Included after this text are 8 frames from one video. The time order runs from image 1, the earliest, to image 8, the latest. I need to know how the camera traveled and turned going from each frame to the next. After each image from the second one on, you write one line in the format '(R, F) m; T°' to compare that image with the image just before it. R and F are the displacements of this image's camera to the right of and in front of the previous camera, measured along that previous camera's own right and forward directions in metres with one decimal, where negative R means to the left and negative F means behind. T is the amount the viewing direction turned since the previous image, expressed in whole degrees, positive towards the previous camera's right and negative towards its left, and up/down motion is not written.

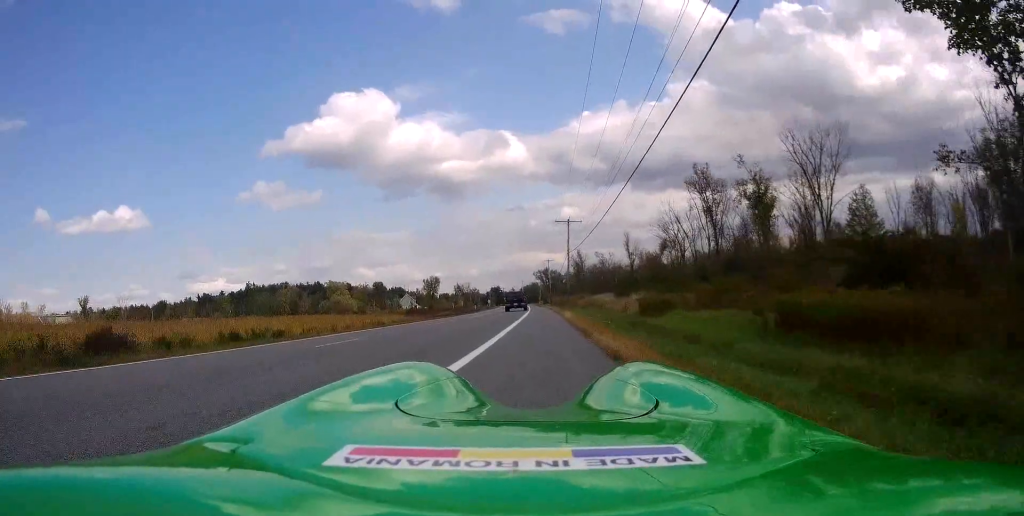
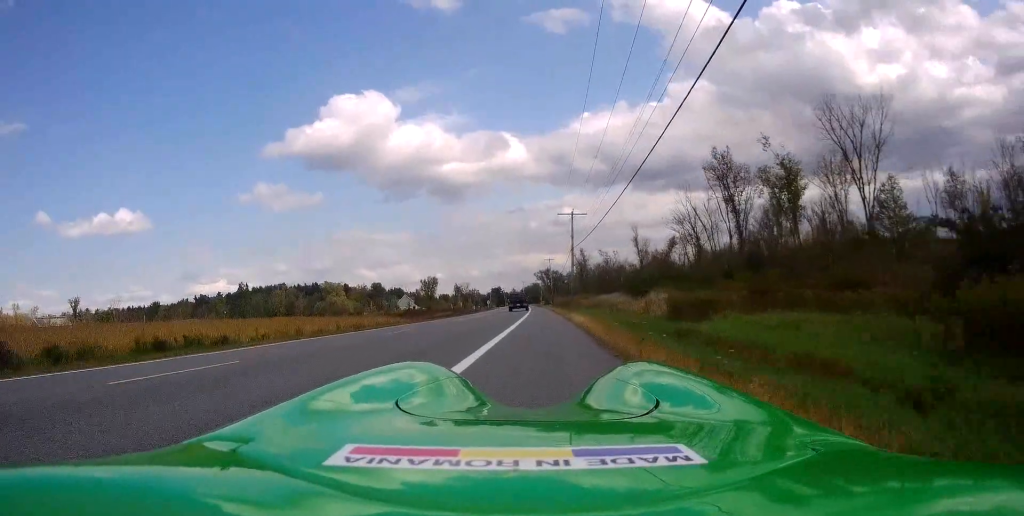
(+0.5, +6.4) m; +1°
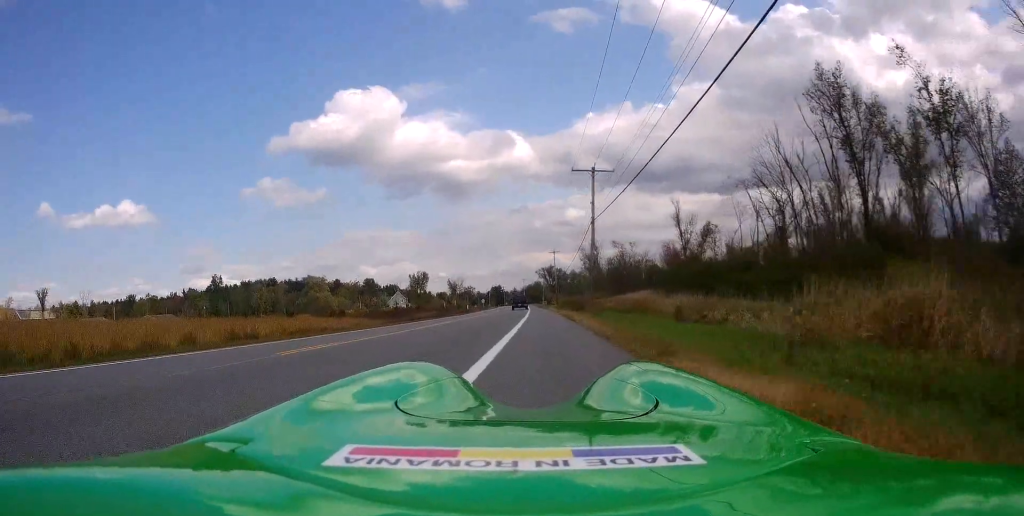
(+0.3, +20.5) m; +1°
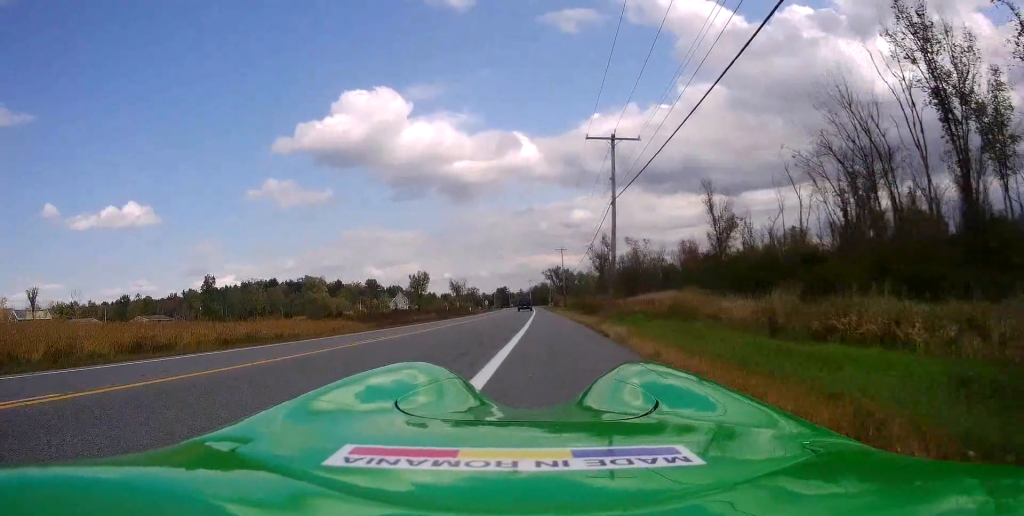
(+0.2, +8.2) m; -1°
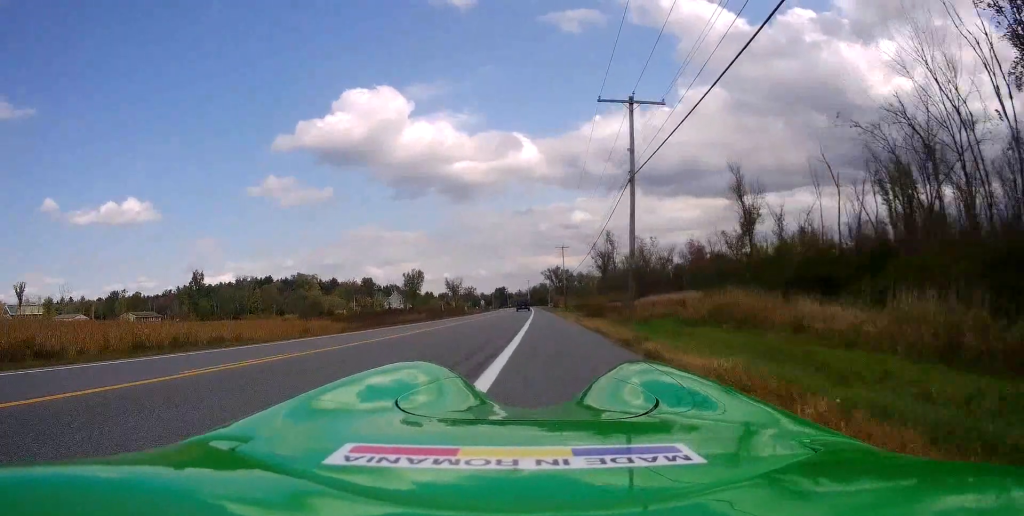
(+0.3, +6.5) m; -1°
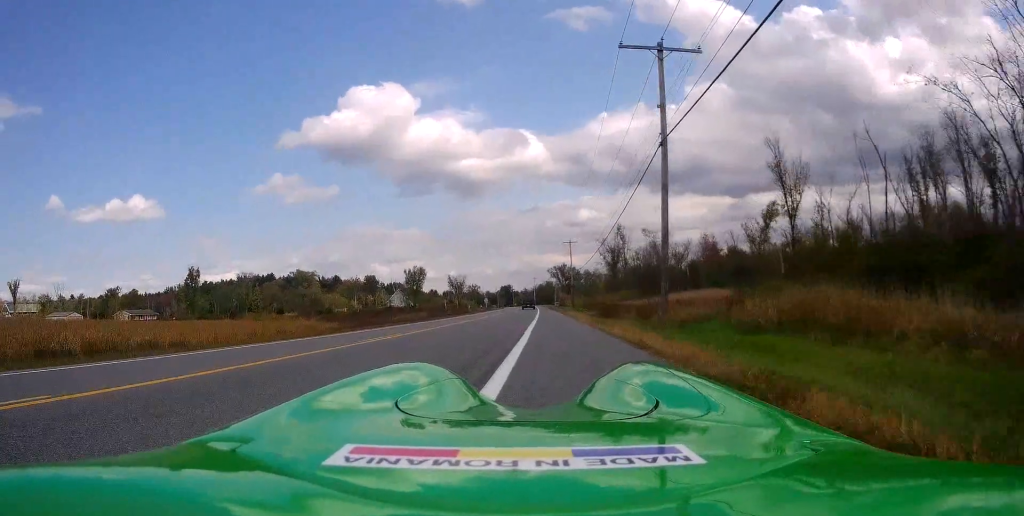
(-0.3, +5.9) m; -1°
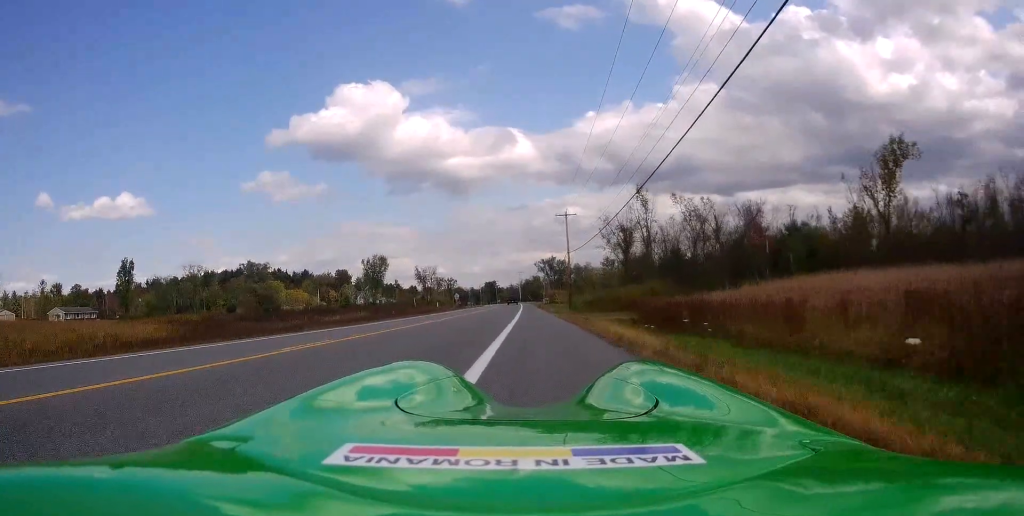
(-0.4, +26.9) m; +1°
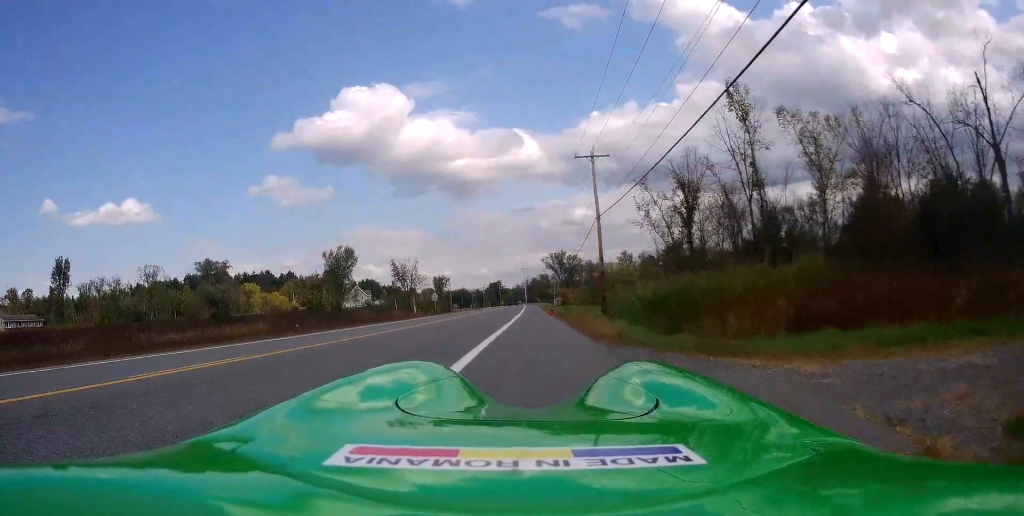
(+0.5, +28.0) m; +1°
